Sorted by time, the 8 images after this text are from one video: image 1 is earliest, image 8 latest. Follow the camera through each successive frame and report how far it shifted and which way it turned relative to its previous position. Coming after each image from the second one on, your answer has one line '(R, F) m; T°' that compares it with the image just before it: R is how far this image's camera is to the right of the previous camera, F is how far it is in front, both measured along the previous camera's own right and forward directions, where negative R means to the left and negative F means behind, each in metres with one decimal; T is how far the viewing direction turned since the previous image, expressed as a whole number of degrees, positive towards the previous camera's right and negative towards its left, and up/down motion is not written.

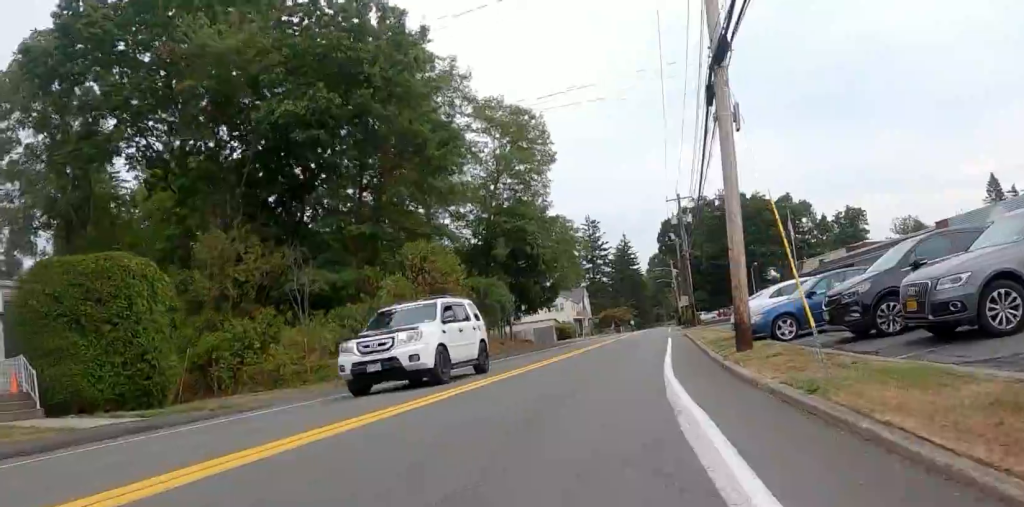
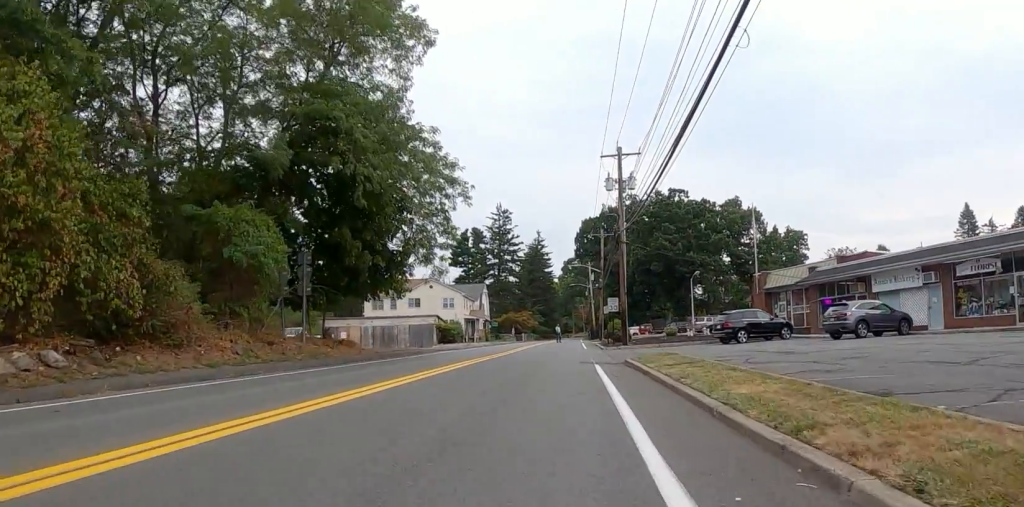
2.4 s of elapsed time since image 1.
(+0.6, +17.1) m; +12°
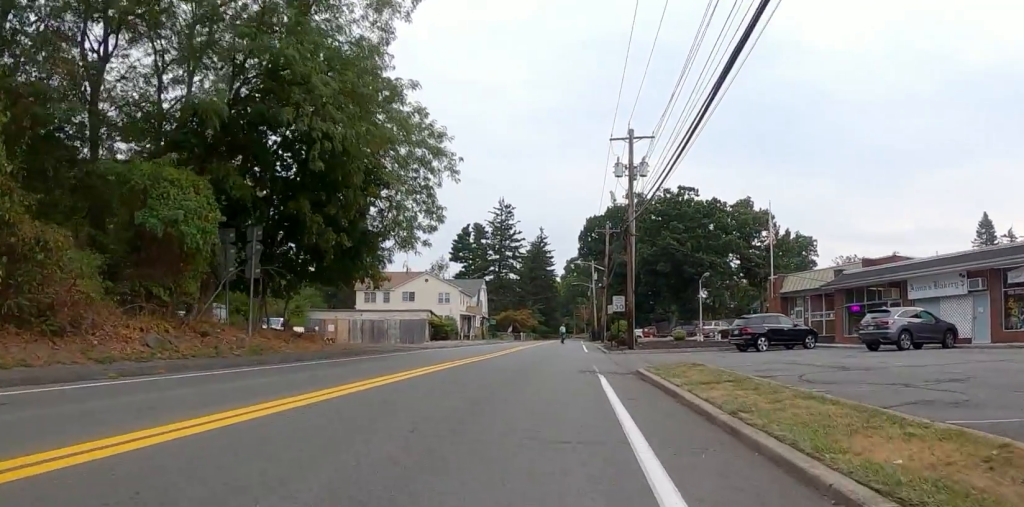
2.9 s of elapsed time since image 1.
(+0.1, +3.4) m; +1°
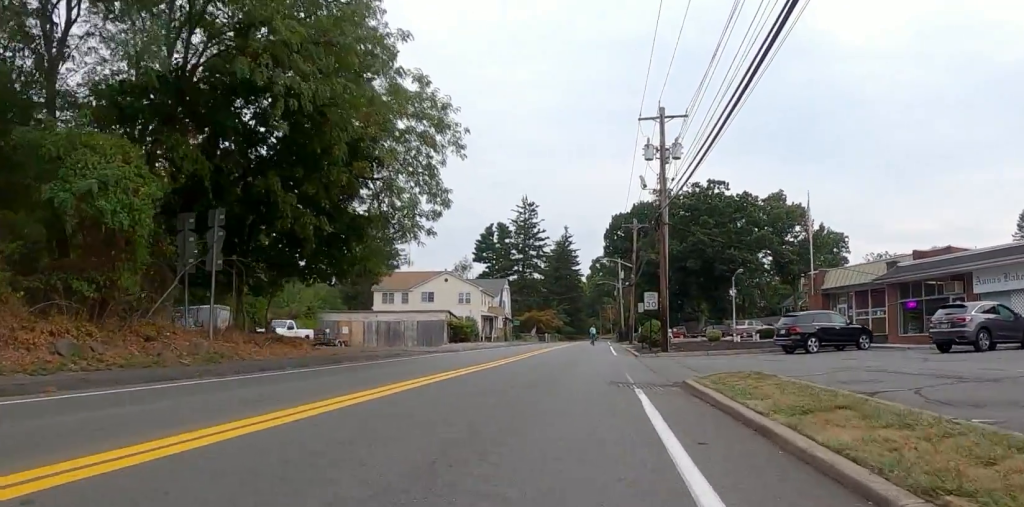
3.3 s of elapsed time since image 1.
(0.0, +3.0) m; +1°
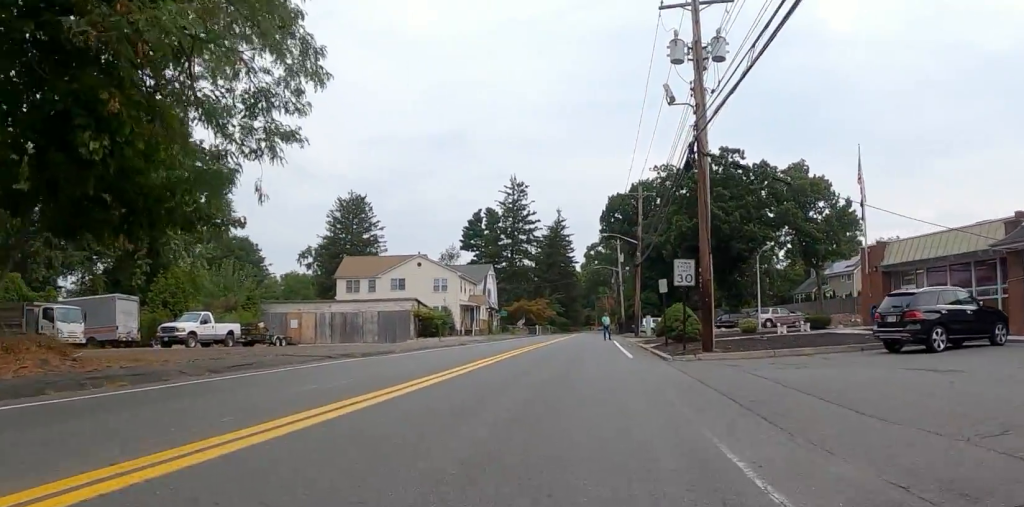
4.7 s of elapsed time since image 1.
(-0.6, +9.2) m; -10°
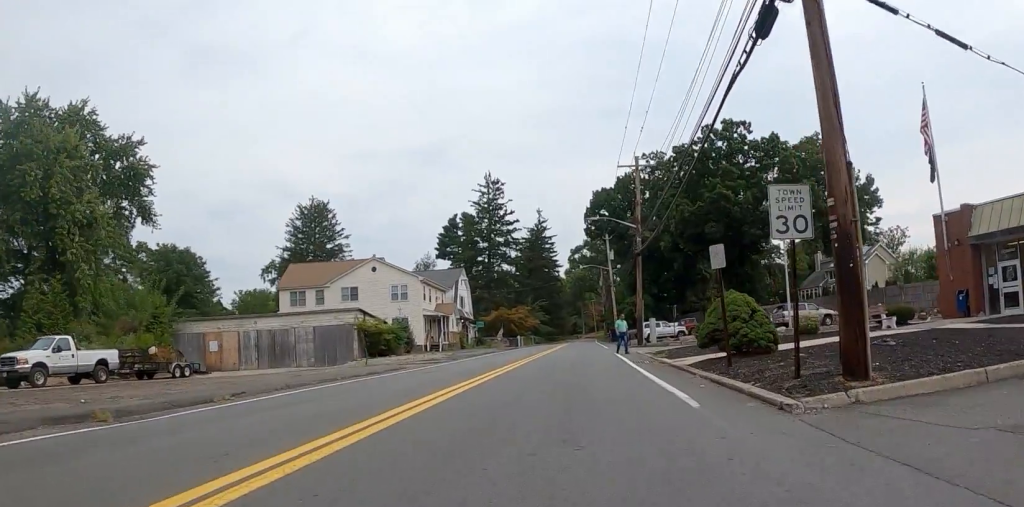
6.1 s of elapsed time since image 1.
(0.0, +9.1) m; +7°
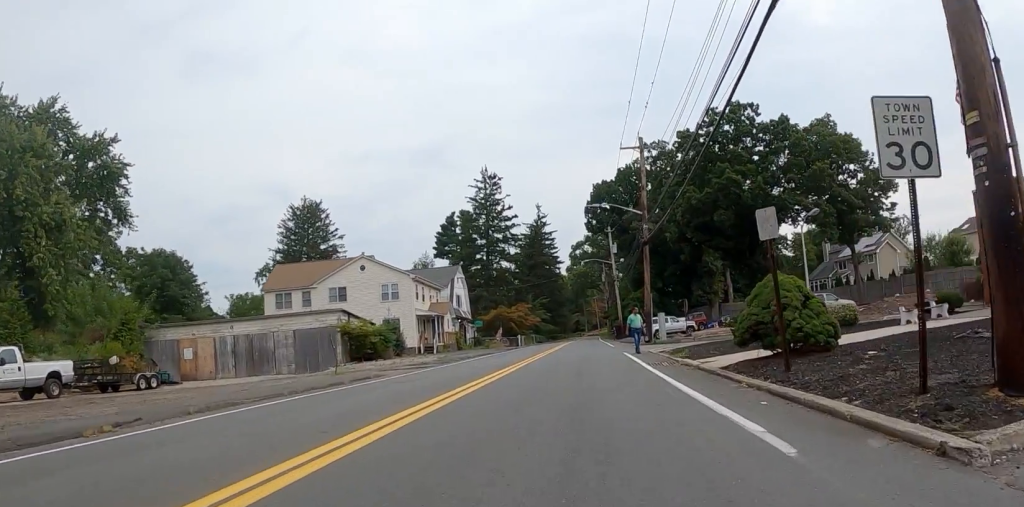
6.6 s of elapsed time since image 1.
(+0.2, +3.0) m; +3°
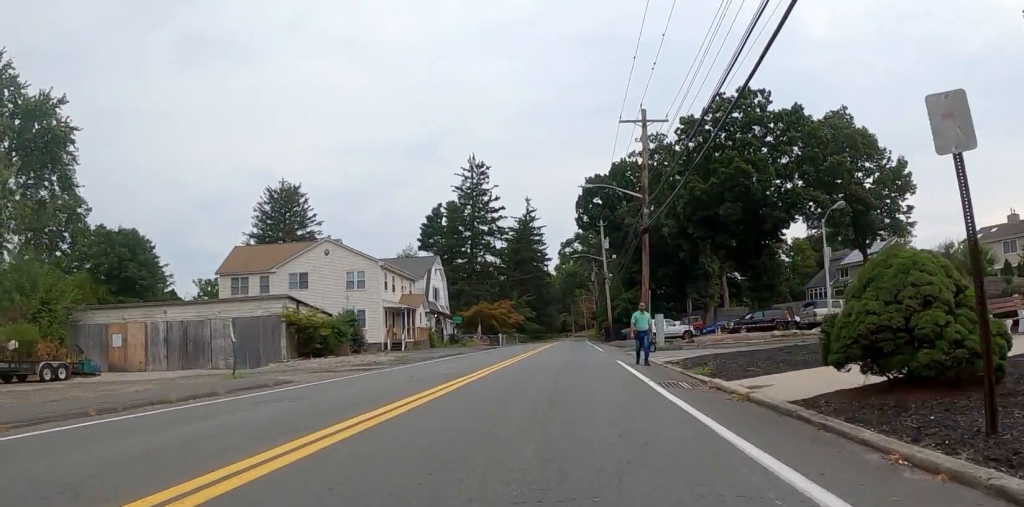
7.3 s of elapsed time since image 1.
(0.0, +4.8) m; 0°
